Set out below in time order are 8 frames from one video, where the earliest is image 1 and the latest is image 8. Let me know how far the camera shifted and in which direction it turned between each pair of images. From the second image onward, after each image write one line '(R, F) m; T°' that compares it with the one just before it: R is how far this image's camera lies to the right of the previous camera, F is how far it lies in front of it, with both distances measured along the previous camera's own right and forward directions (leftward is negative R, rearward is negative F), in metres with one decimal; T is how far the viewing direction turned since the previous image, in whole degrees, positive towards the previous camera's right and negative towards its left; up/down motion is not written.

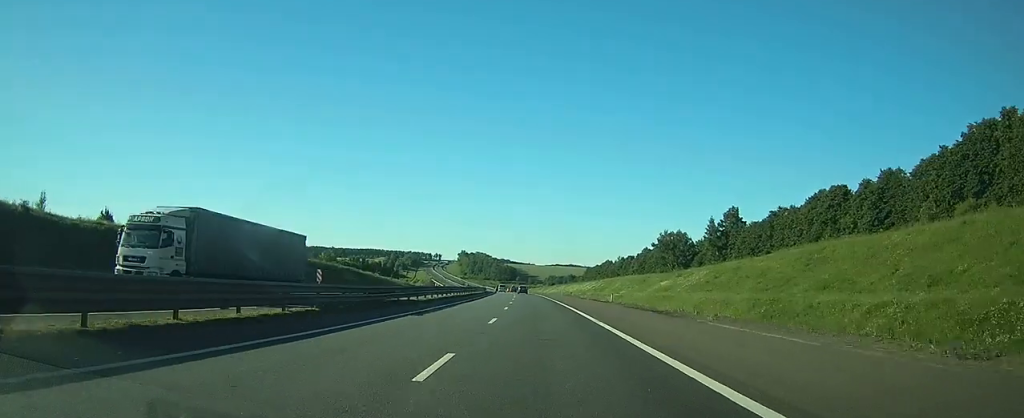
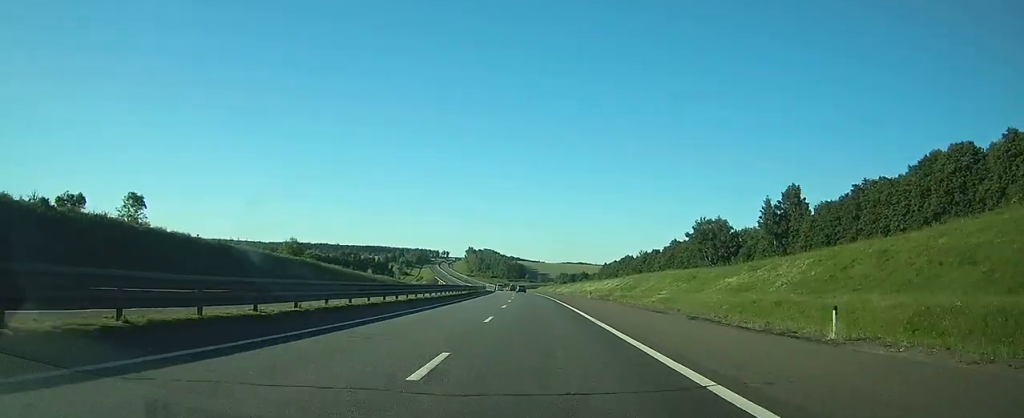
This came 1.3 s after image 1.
(-0.2, +36.1) m; -1°
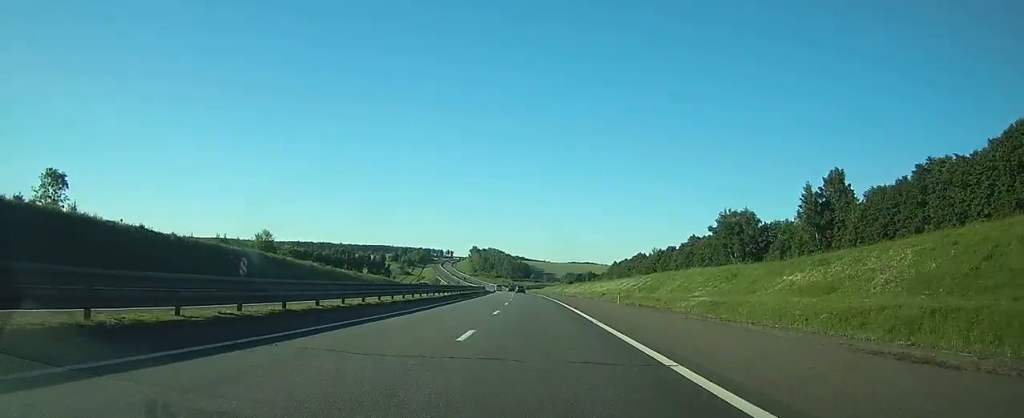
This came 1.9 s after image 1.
(-0.1, +19.0) m; -1°
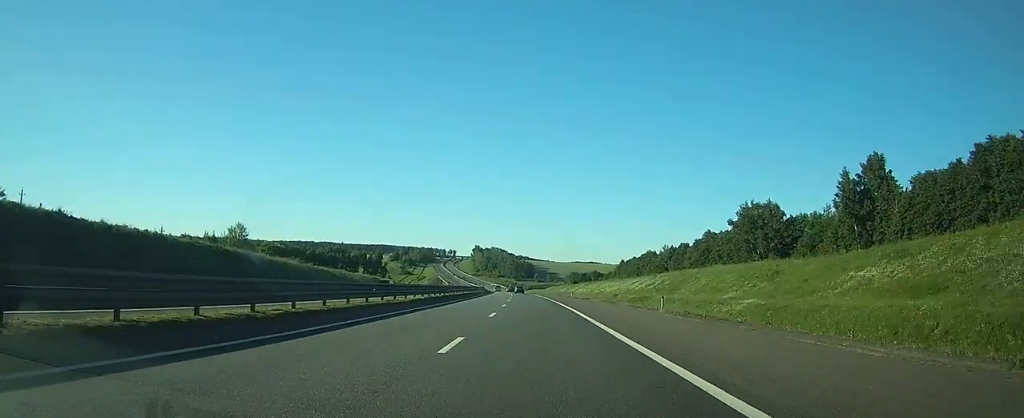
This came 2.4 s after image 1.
(0.0, +14.2) m; 0°
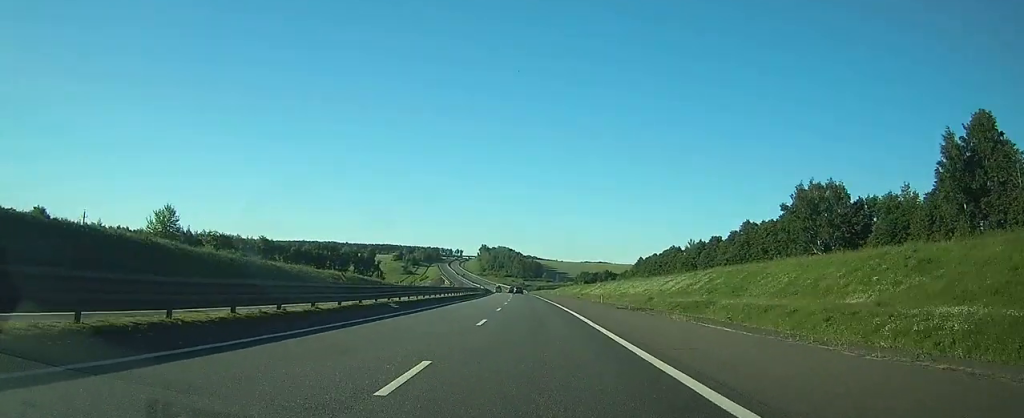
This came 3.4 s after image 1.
(-0.2, +28.4) m; -1°
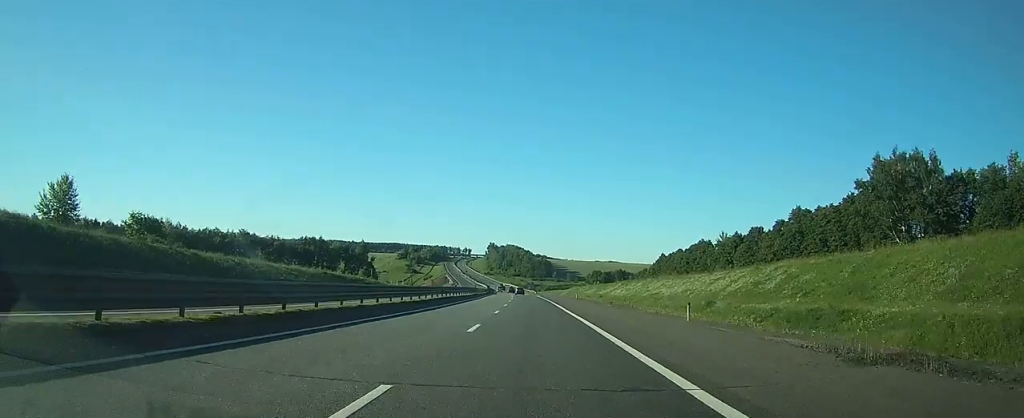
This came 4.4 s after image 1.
(-0.2, +26.4) m; -1°
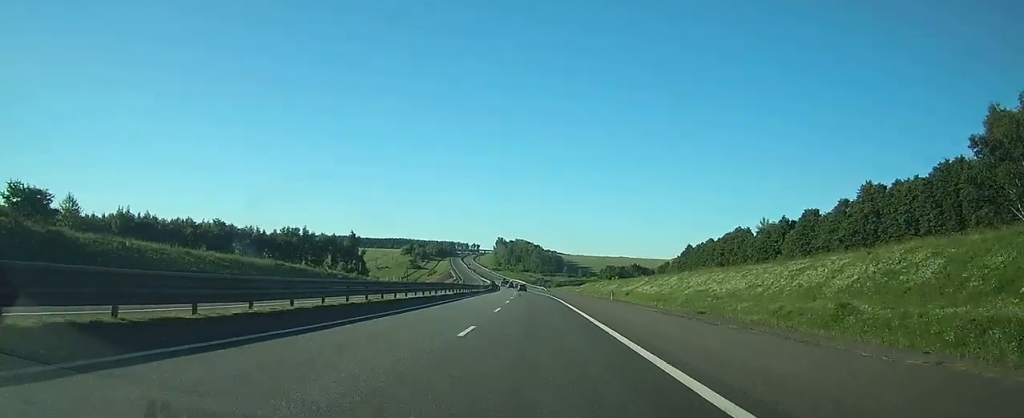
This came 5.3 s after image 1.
(-0.2, +26.4) m; -1°
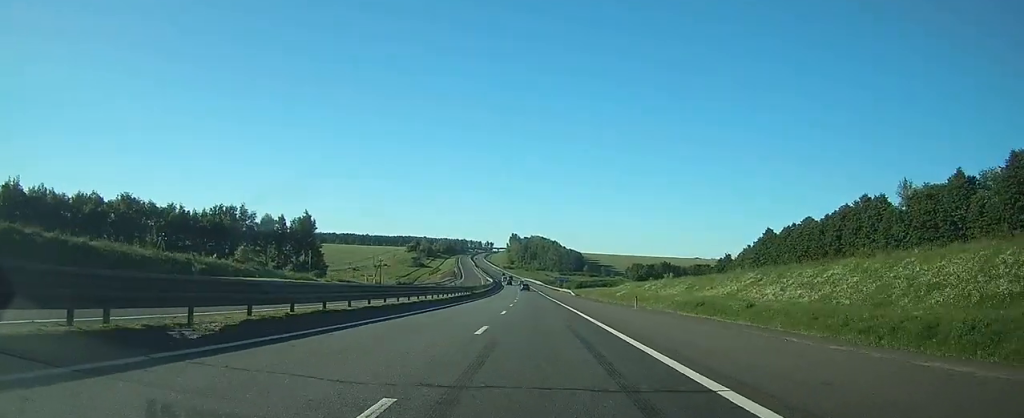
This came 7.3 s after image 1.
(-0.8, +57.7) m; -1°
